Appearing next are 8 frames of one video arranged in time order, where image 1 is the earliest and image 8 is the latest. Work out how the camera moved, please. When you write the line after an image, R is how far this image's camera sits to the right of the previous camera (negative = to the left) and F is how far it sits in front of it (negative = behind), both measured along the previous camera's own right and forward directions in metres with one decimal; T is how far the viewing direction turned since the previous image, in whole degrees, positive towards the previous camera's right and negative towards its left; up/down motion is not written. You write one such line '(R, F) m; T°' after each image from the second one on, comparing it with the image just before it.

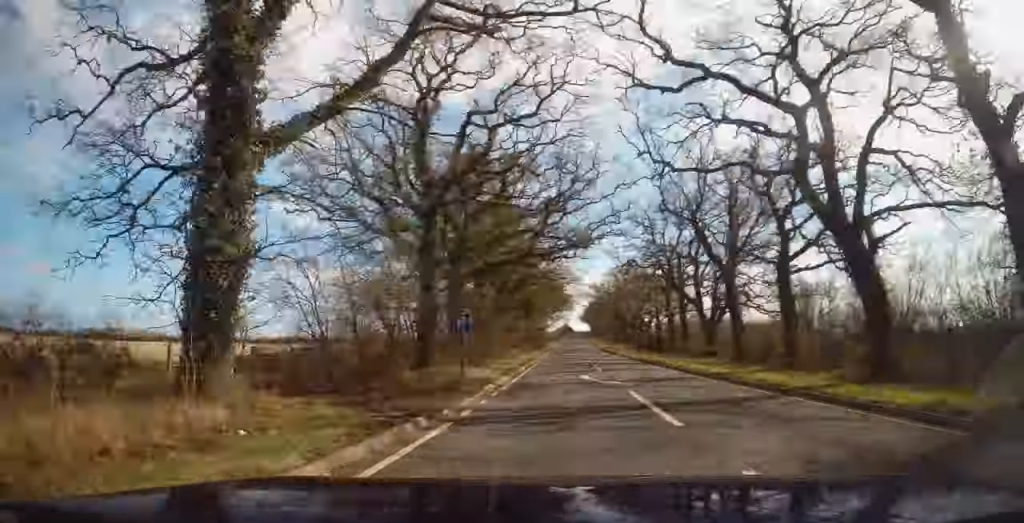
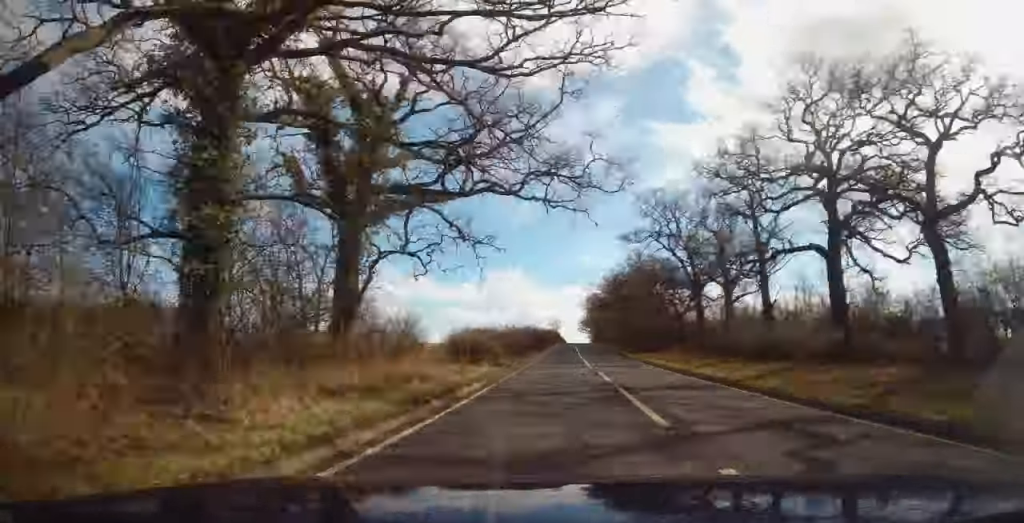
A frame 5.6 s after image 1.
(+2.2, +110.4) m; +2°
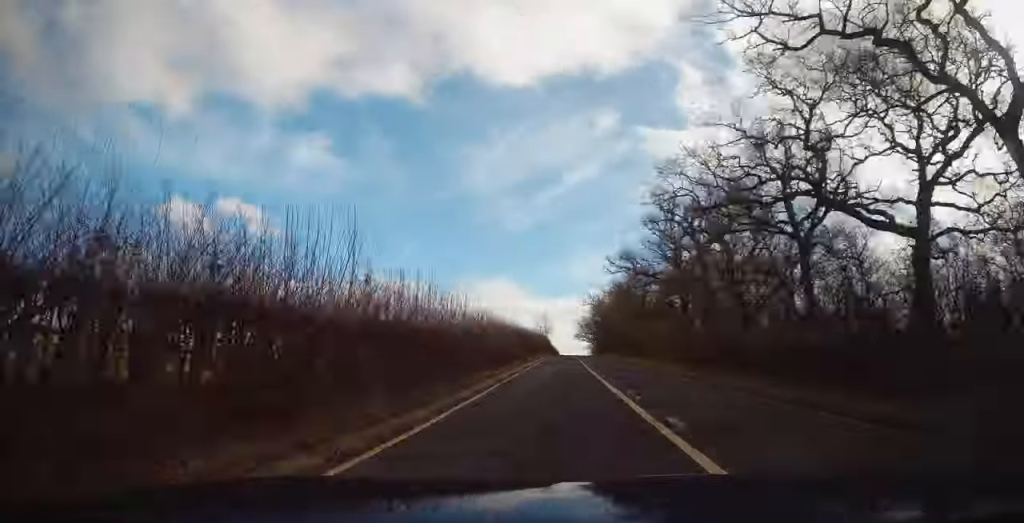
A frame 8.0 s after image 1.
(-0.2, +48.1) m; +1°
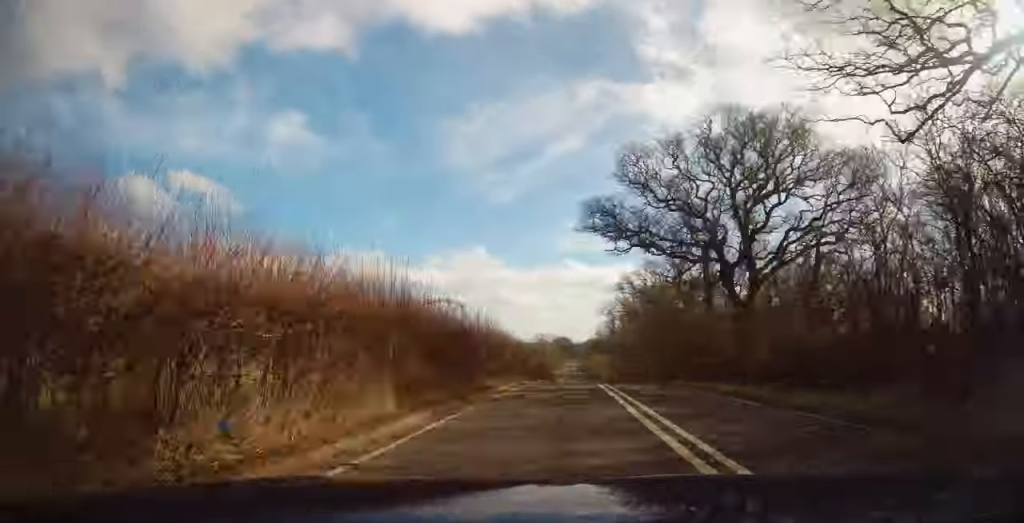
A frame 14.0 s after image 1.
(+2.1, +126.2) m; +2°
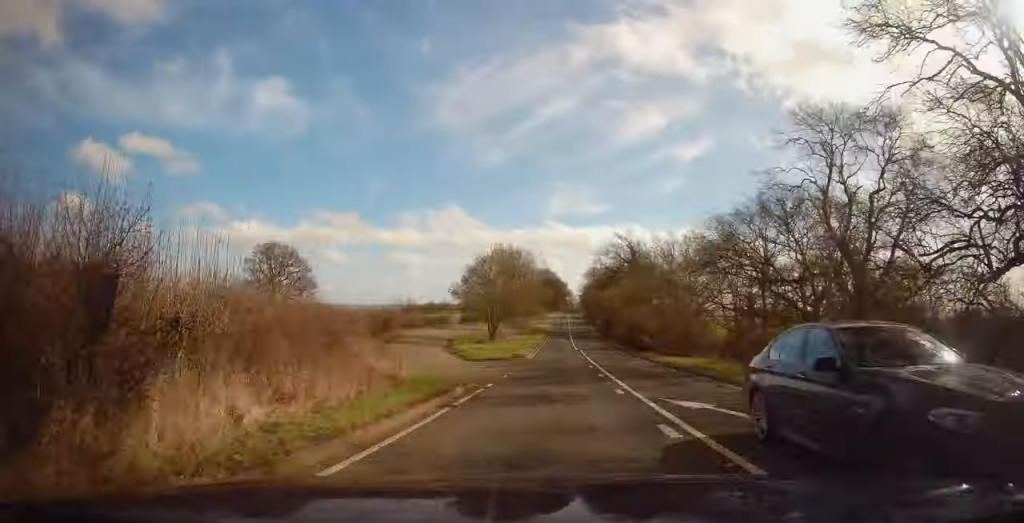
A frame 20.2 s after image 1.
(+1.5, +132.1) m; +1°
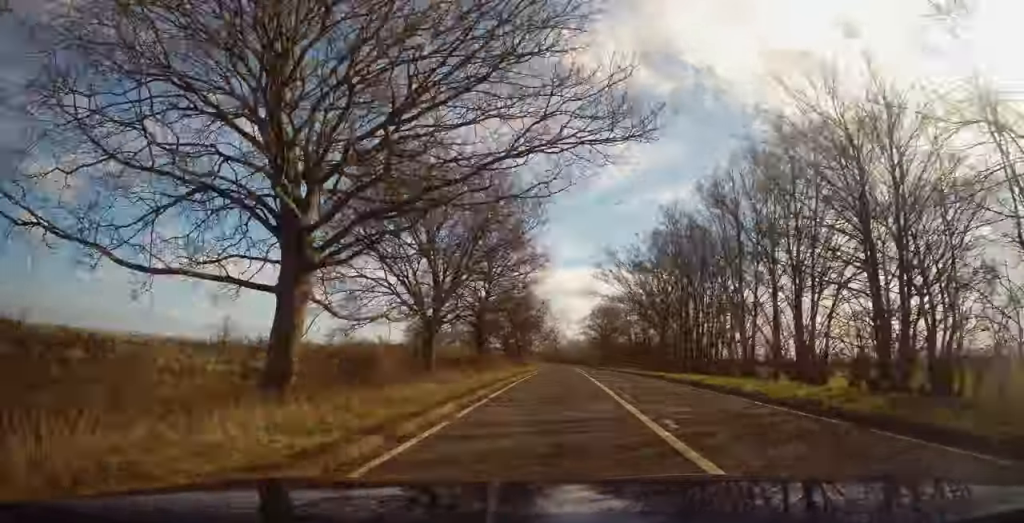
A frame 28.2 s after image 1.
(+1.5, +174.2) m; -1°
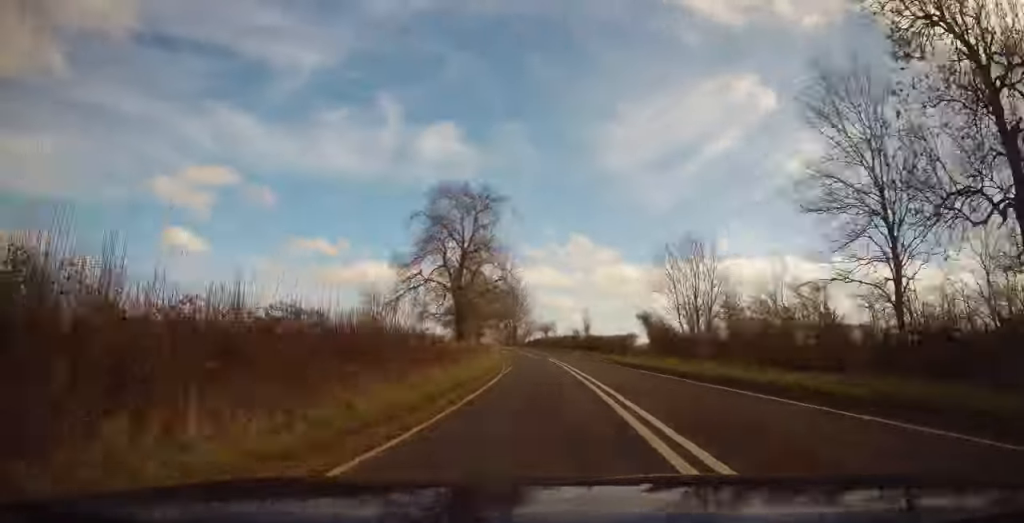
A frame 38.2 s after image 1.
(-23.2, +211.6) m; -19°
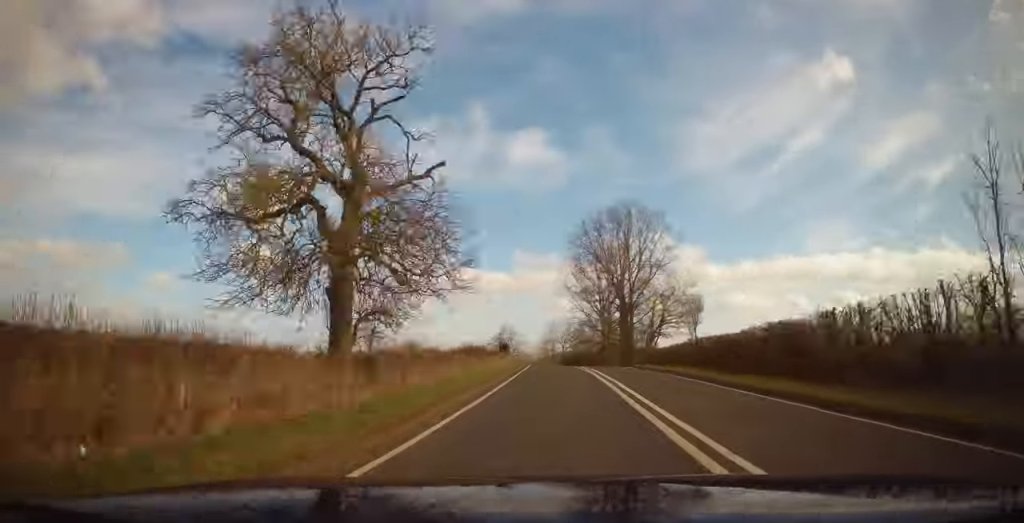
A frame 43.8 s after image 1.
(-15.1, +129.0) m; -9°
